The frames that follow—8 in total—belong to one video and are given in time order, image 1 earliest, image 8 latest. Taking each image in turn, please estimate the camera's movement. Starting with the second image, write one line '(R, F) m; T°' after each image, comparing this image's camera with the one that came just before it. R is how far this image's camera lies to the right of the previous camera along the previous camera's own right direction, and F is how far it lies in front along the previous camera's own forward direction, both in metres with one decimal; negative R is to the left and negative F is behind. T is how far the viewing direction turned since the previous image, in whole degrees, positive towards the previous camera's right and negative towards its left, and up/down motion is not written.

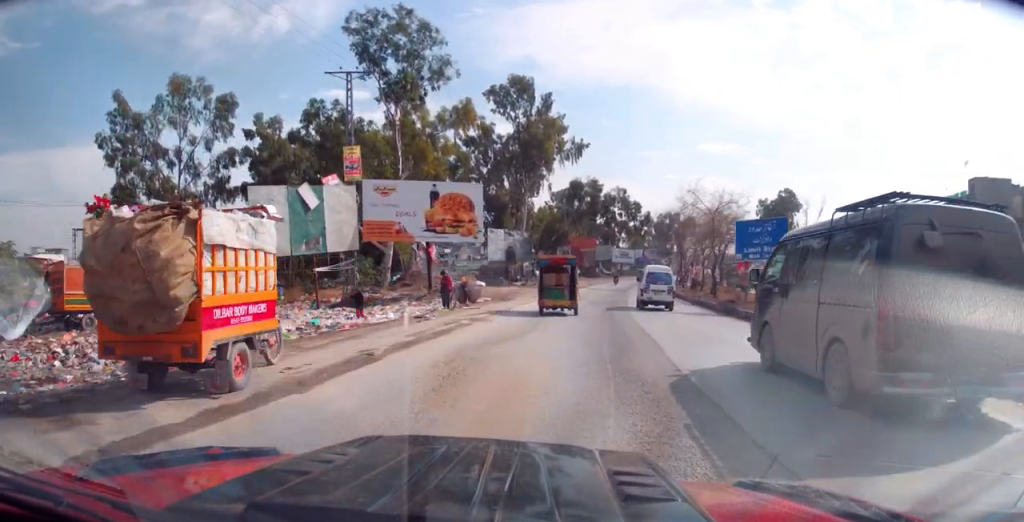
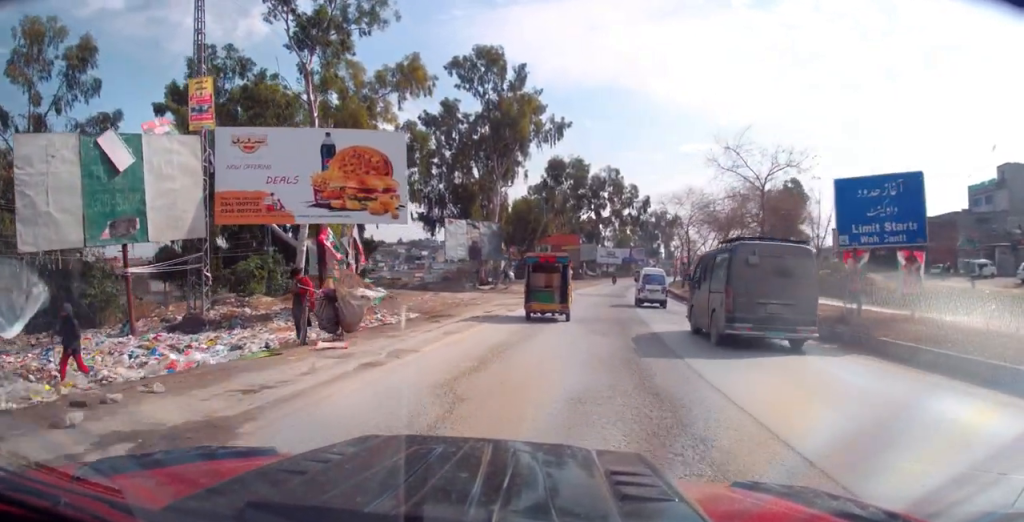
(-0.1, +12.9) m; +1°
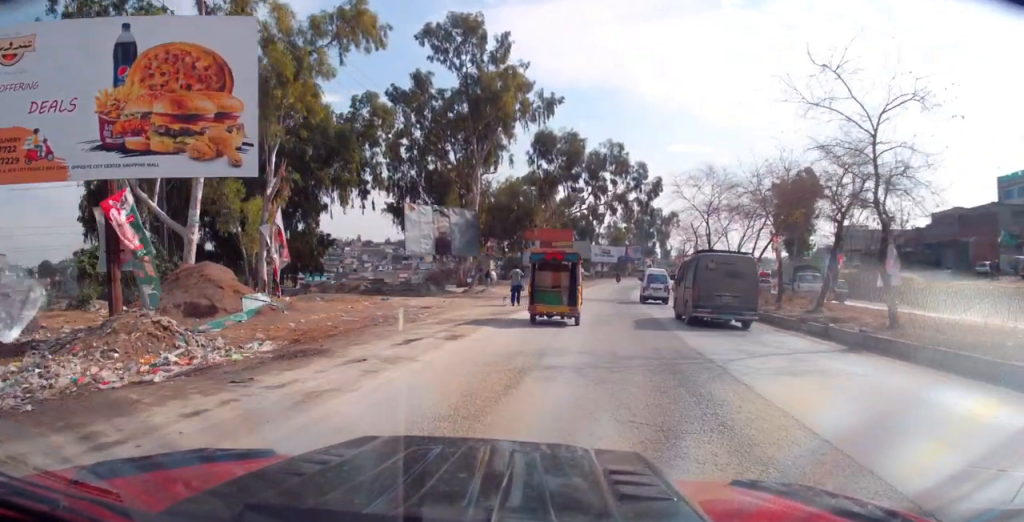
(+0.3, +10.2) m; 0°
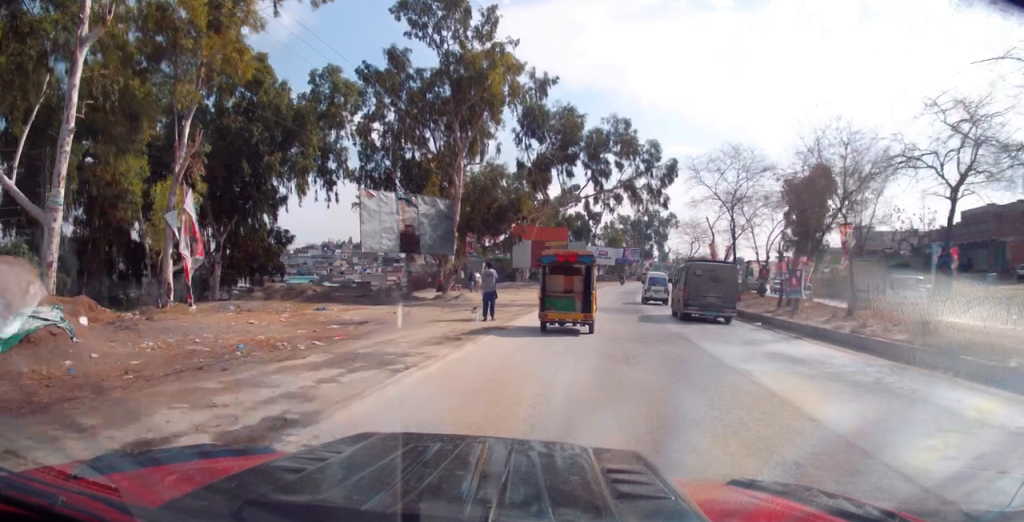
(-0.2, +7.4) m; 0°
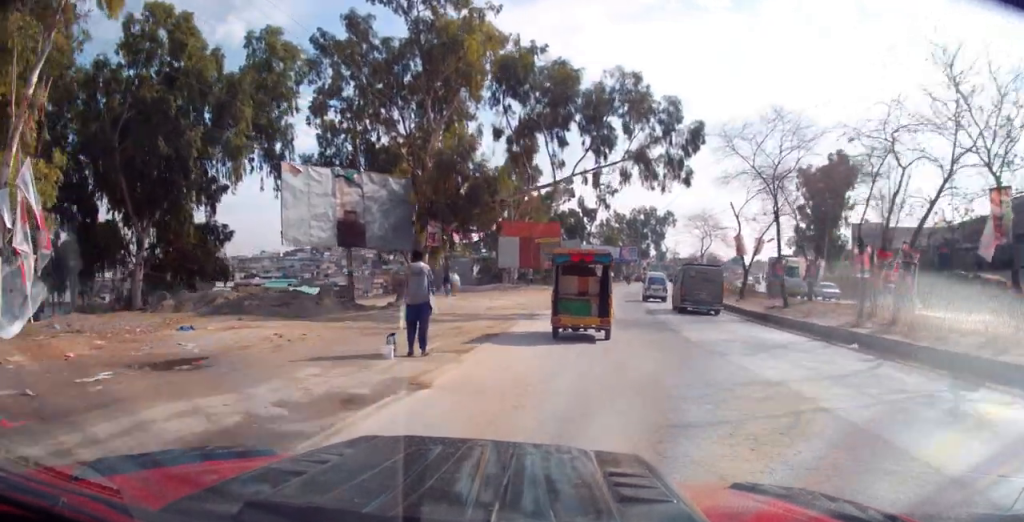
(+0.1, +8.4) m; +2°
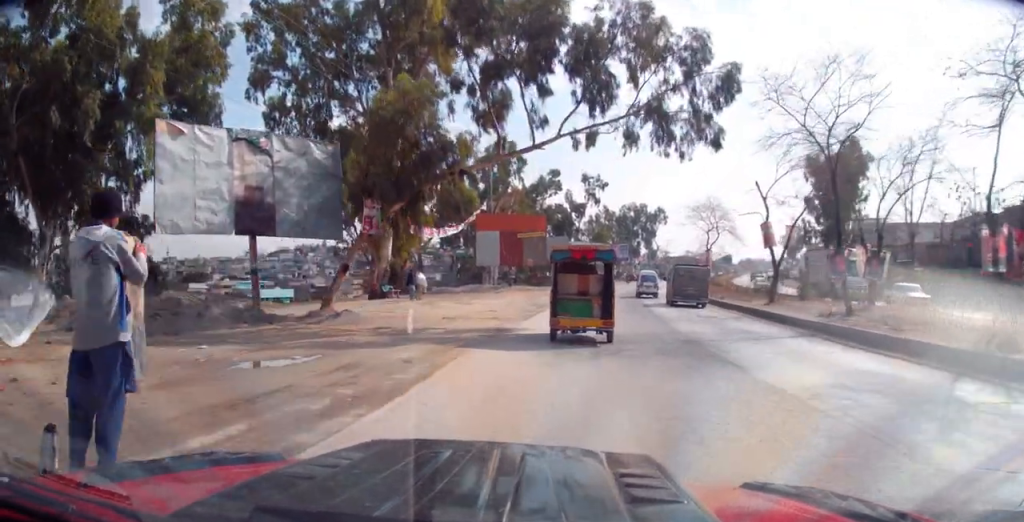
(+0.2, +7.5) m; +1°
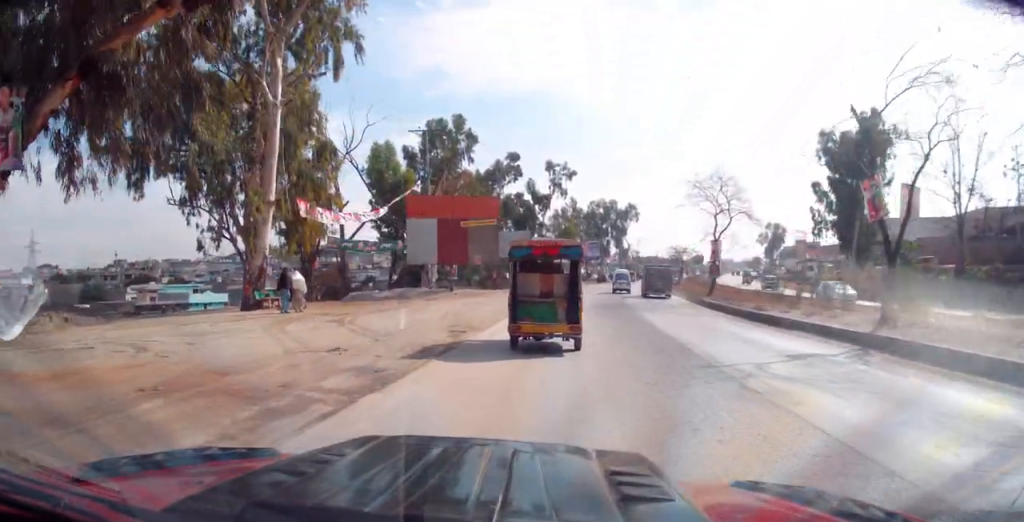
(-0.1, +13.5) m; +1°
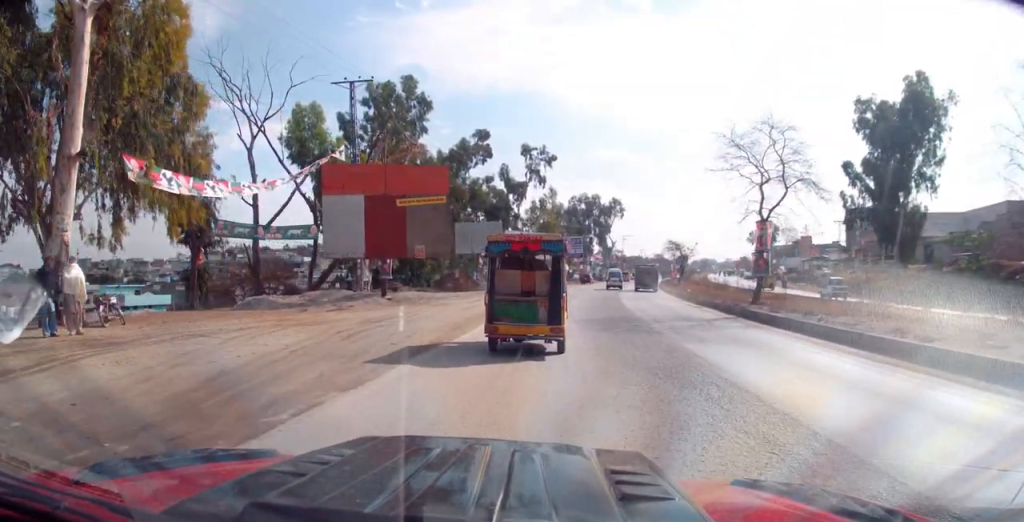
(+0.4, +12.2) m; +3°
